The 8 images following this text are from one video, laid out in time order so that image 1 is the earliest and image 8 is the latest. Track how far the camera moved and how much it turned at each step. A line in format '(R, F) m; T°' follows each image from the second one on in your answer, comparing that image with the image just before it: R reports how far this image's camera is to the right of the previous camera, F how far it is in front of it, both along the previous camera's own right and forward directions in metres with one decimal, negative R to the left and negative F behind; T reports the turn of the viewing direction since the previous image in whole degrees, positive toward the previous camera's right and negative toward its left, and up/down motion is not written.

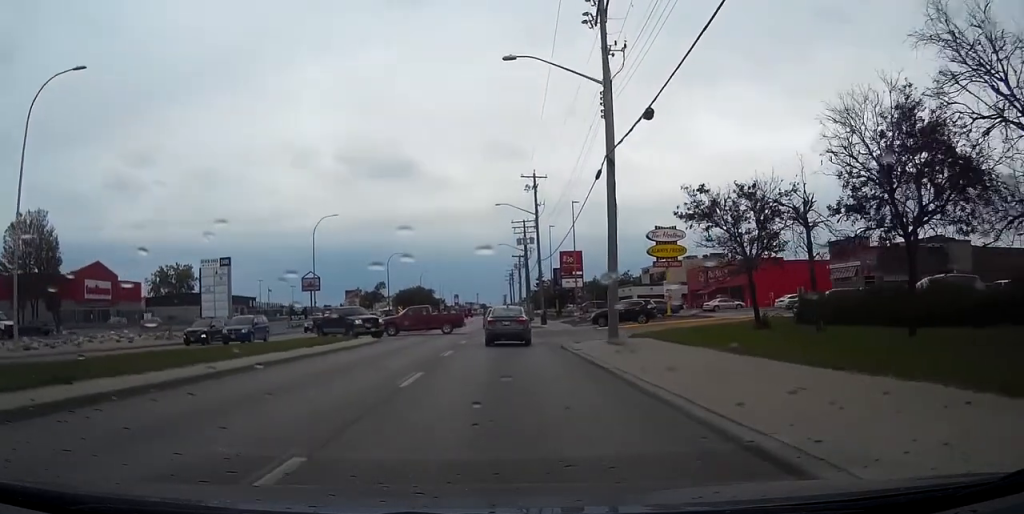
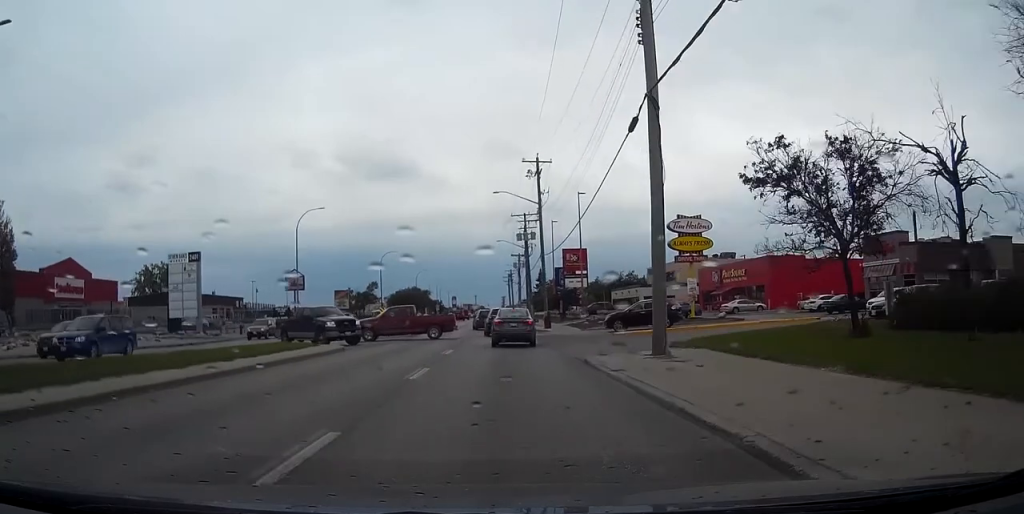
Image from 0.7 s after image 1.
(-0.1, +7.7) m; 0°
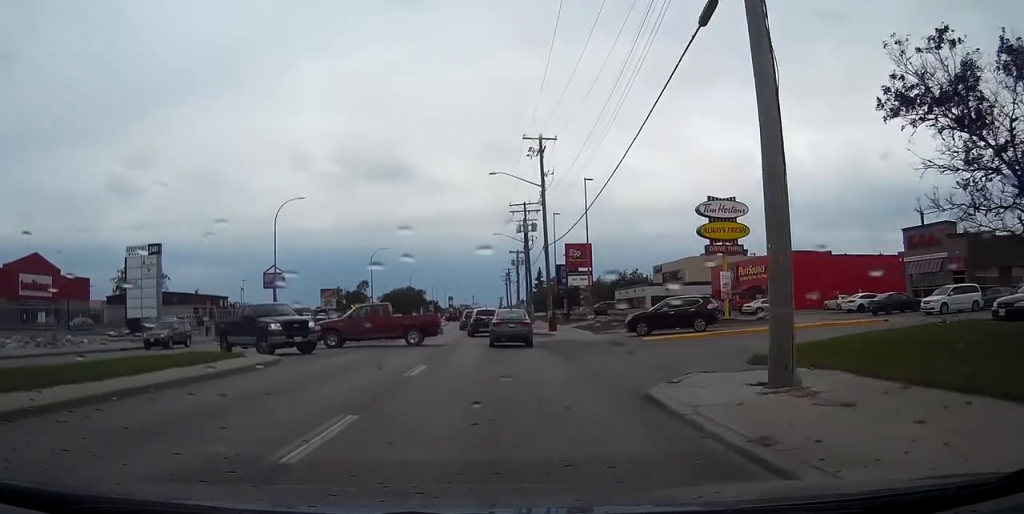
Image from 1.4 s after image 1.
(0.0, +8.1) m; 0°
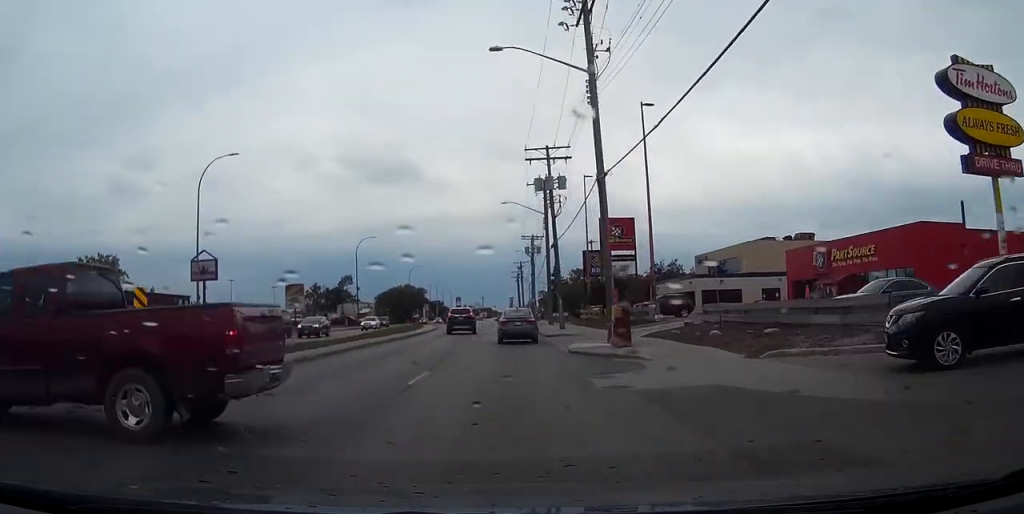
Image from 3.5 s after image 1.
(+0.1, +24.8) m; 0°
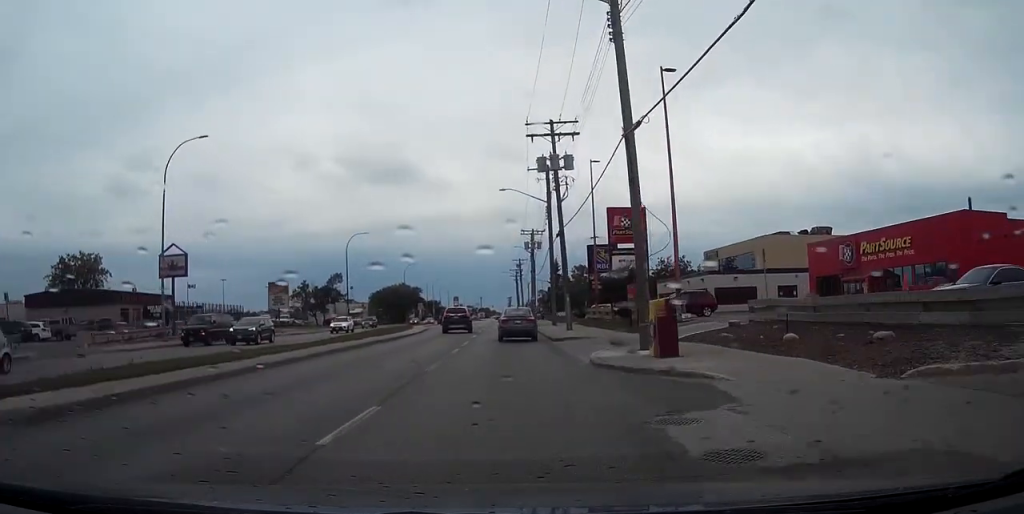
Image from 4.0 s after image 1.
(0.0, +6.4) m; 0°
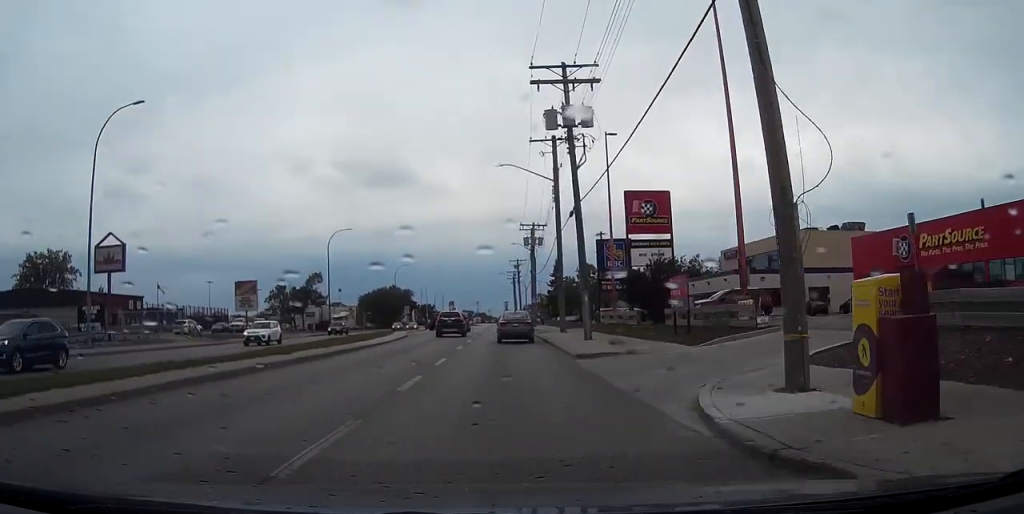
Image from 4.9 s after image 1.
(0.0, +10.5) m; 0°
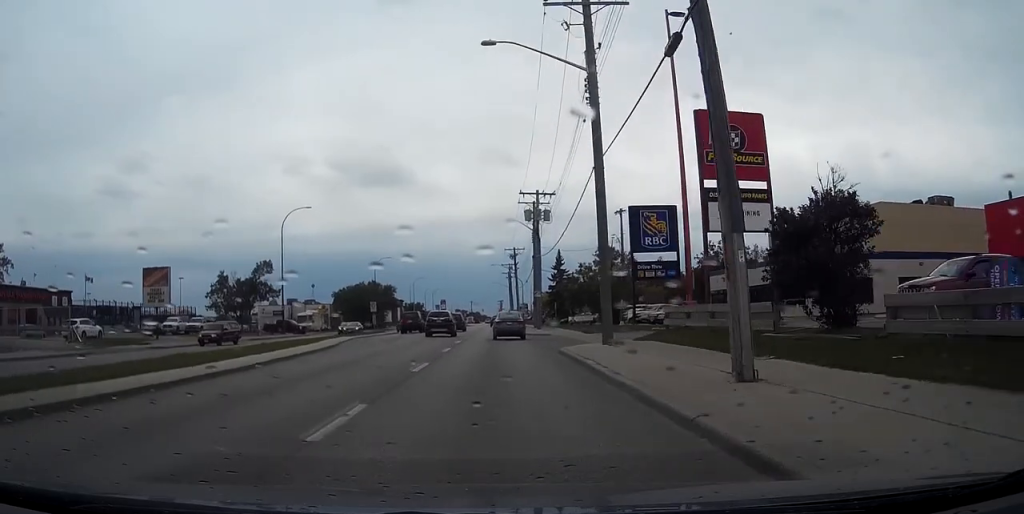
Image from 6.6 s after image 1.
(-0.3, +20.7) m; -1°
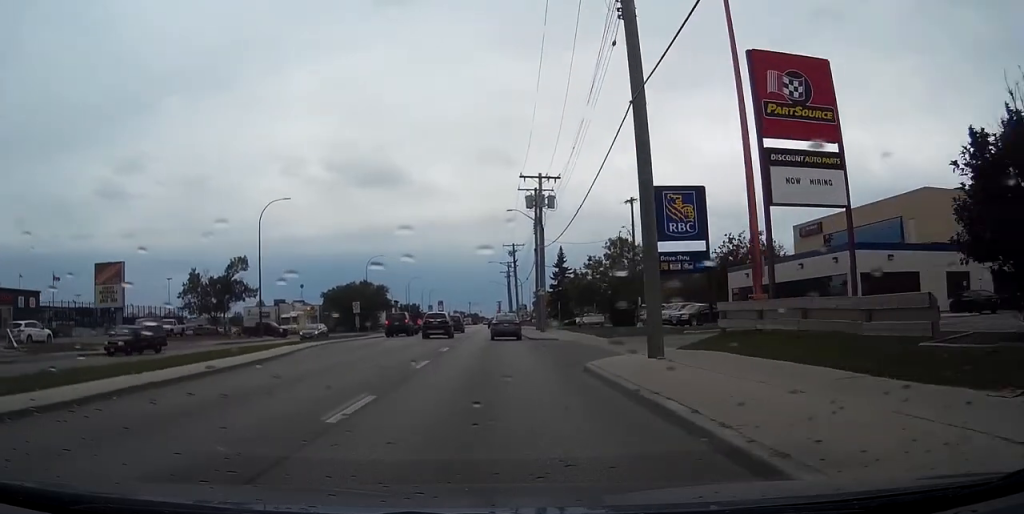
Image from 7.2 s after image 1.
(0.0, +7.7) m; 0°
